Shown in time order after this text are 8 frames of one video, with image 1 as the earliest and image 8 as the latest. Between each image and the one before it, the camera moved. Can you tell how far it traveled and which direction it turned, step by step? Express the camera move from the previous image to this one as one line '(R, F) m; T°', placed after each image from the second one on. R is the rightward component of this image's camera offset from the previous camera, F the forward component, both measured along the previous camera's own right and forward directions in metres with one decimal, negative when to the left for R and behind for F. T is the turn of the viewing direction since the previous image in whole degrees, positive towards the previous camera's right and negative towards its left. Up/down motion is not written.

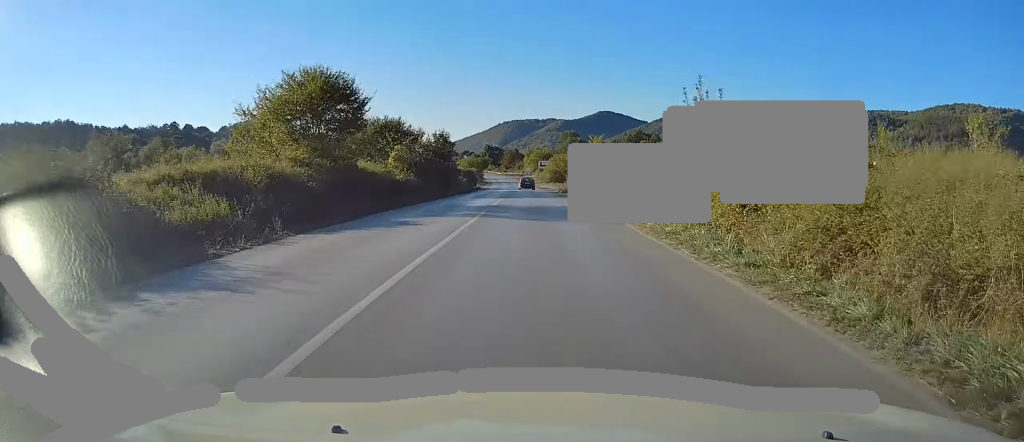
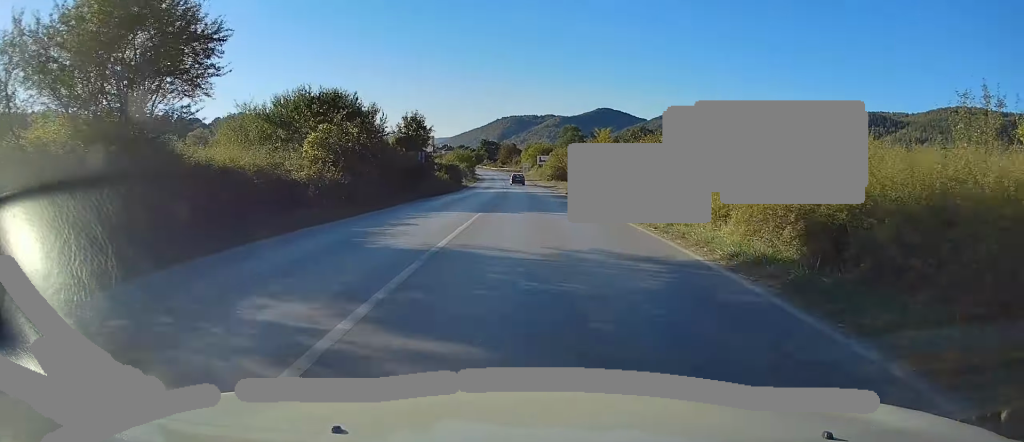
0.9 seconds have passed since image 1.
(0.0, +15.0) m; 0°
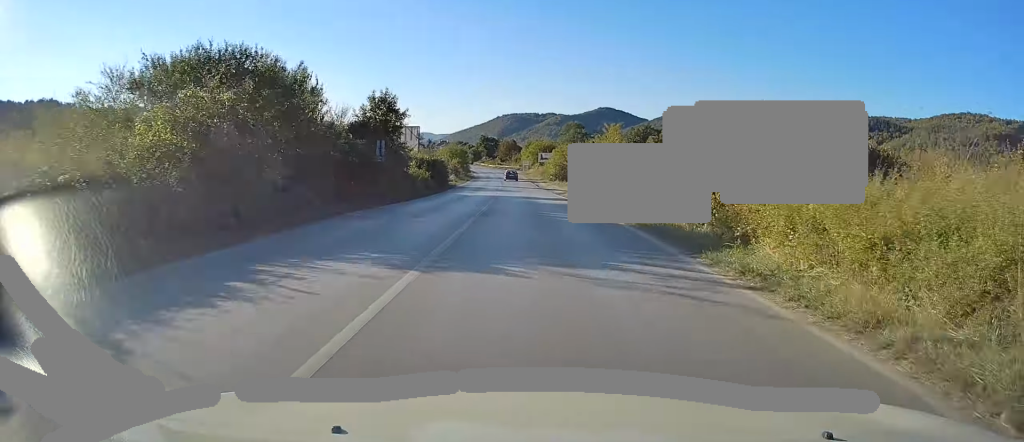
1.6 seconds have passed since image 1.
(0.0, +11.2) m; 0°
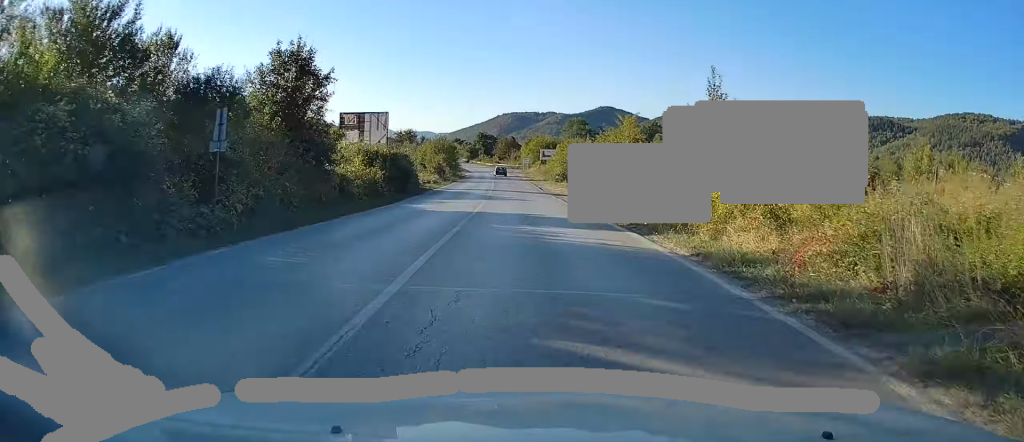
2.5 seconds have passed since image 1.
(-0.1, +15.3) m; 0°
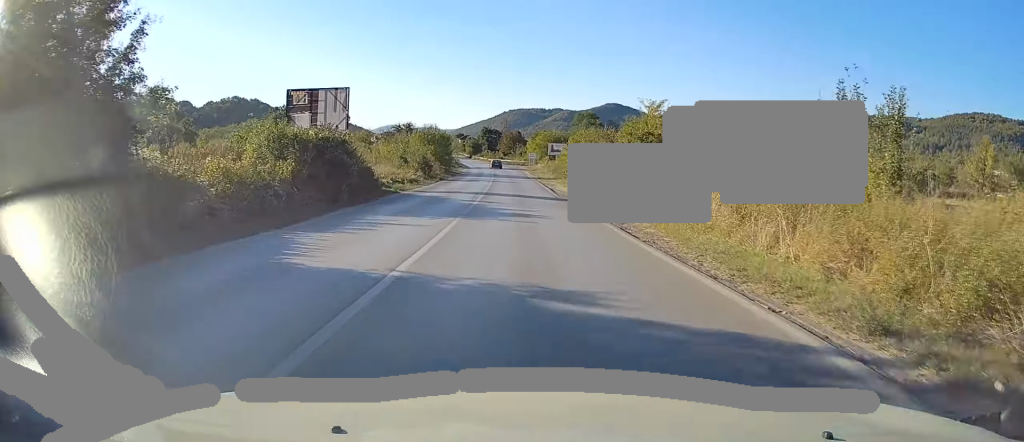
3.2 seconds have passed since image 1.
(0.0, +13.2) m; 0°
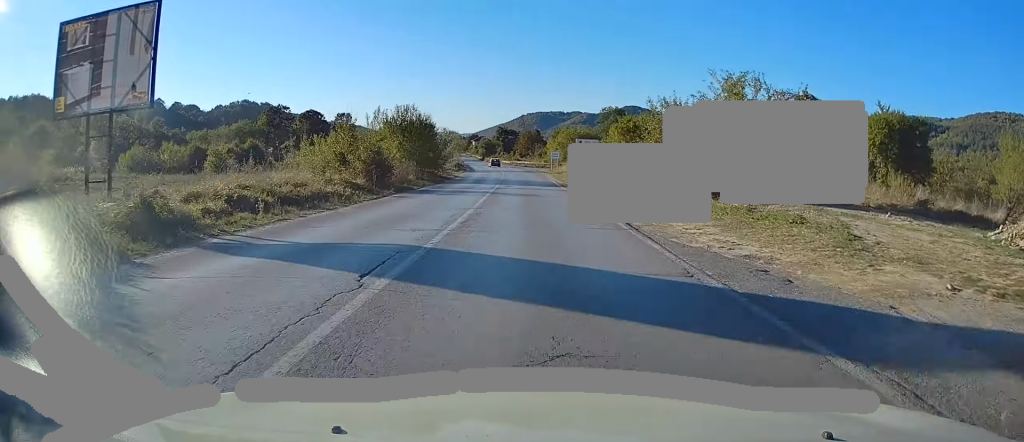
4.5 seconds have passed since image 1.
(0.0, +22.8) m; -2°
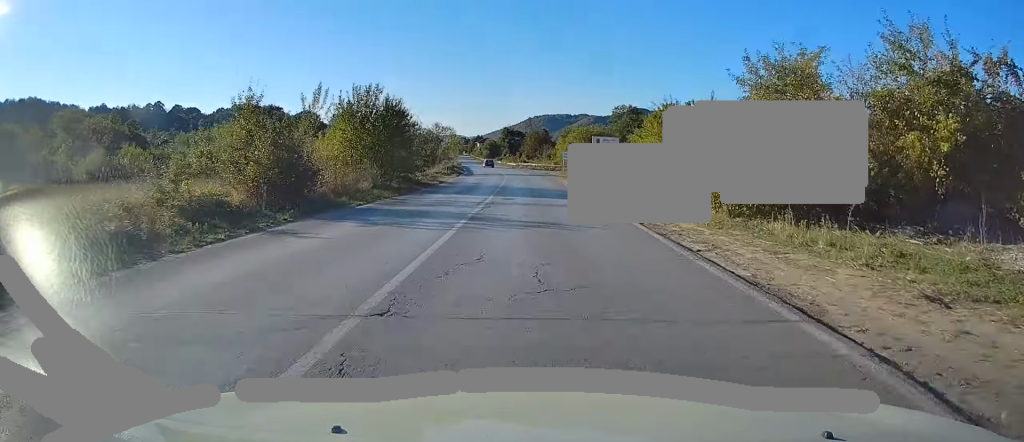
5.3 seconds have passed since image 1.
(-0.2, +13.0) m; -1°
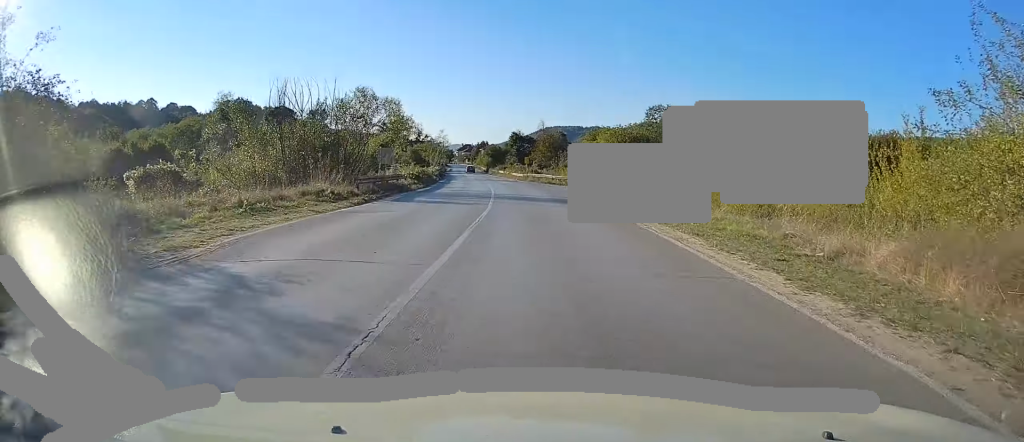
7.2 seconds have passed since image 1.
(-0.3, +34.9) m; -1°
